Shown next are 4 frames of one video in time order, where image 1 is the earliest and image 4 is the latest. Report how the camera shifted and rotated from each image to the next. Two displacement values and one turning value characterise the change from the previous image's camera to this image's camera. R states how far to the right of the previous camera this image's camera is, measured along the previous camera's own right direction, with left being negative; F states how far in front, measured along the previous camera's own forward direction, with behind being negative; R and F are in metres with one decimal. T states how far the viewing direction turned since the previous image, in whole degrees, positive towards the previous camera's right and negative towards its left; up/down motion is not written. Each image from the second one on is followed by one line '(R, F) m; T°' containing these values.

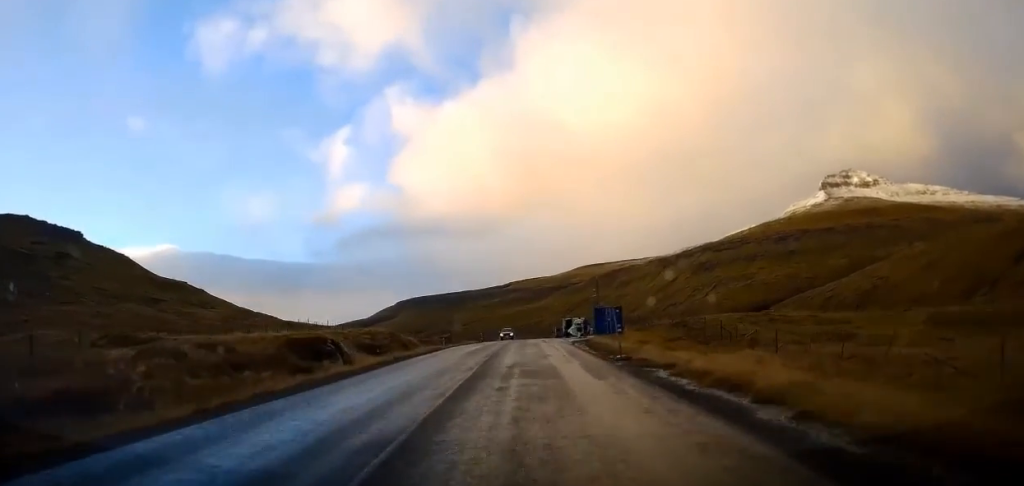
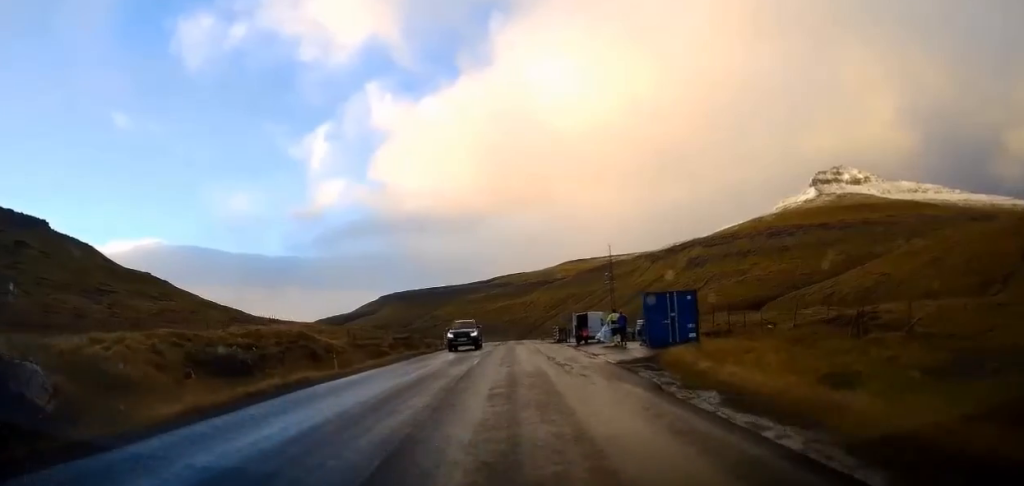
(+0.2, +24.2) m; +3°
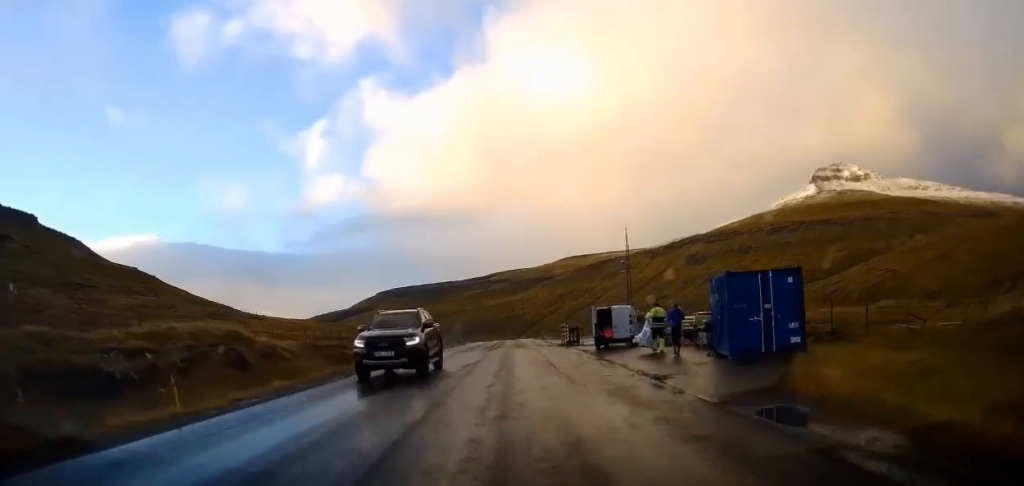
(+0.3, +10.1) m; +1°
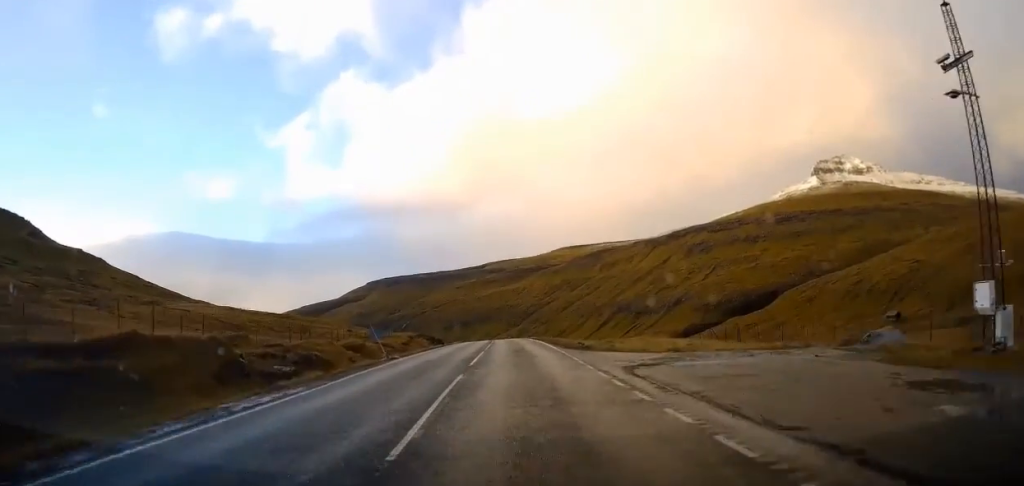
(-0.9, +41.5) m; -1°
